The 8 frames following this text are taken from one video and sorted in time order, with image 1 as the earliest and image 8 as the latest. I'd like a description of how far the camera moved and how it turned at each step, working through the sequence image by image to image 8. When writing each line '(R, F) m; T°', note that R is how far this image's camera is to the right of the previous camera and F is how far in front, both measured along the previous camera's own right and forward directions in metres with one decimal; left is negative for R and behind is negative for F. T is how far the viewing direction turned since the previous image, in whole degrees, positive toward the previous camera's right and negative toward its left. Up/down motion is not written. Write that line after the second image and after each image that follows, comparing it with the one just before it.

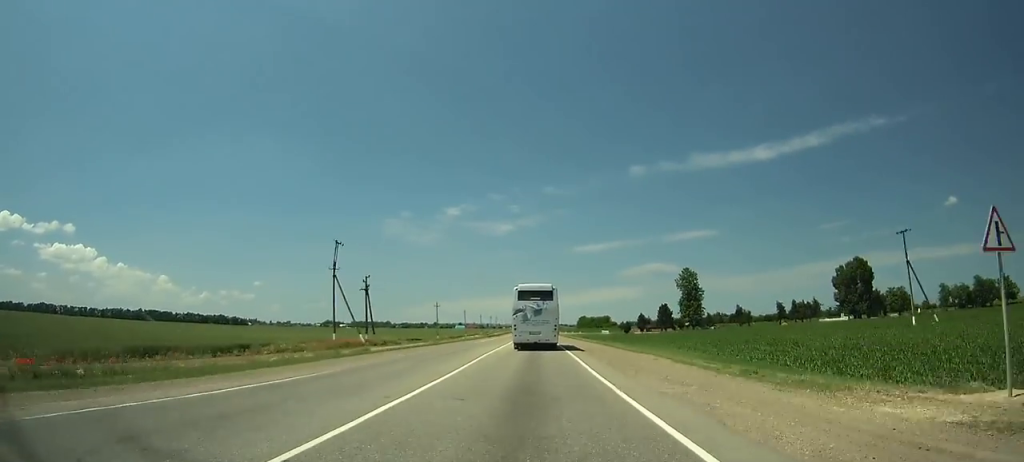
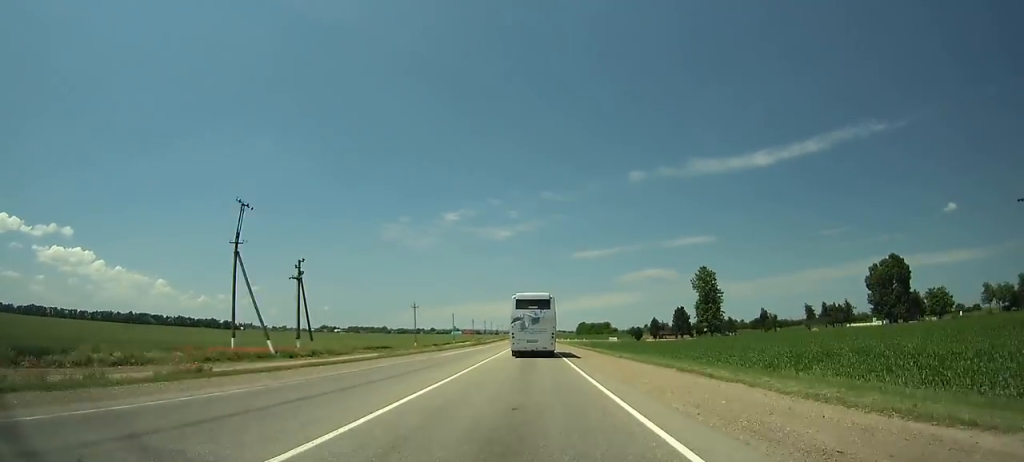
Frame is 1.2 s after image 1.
(-0.1, +22.3) m; 0°
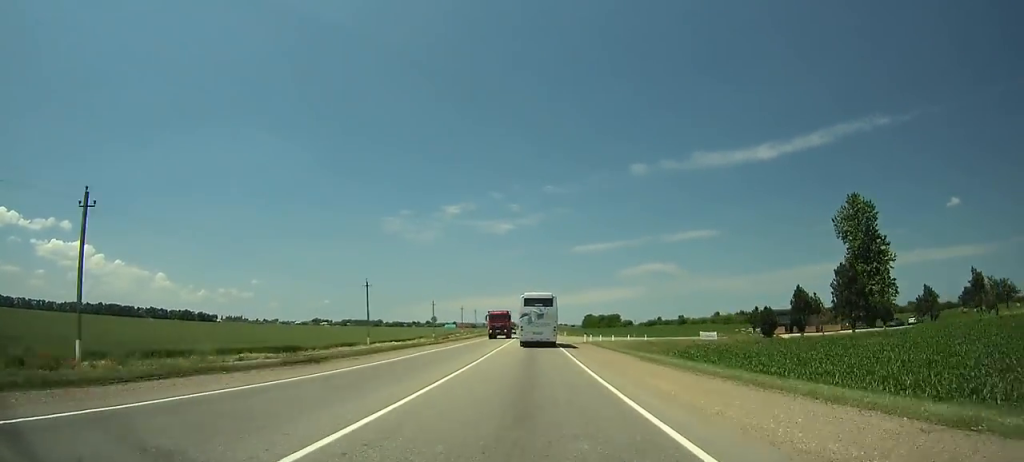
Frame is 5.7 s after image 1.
(+0.5, +86.1) m; 0°
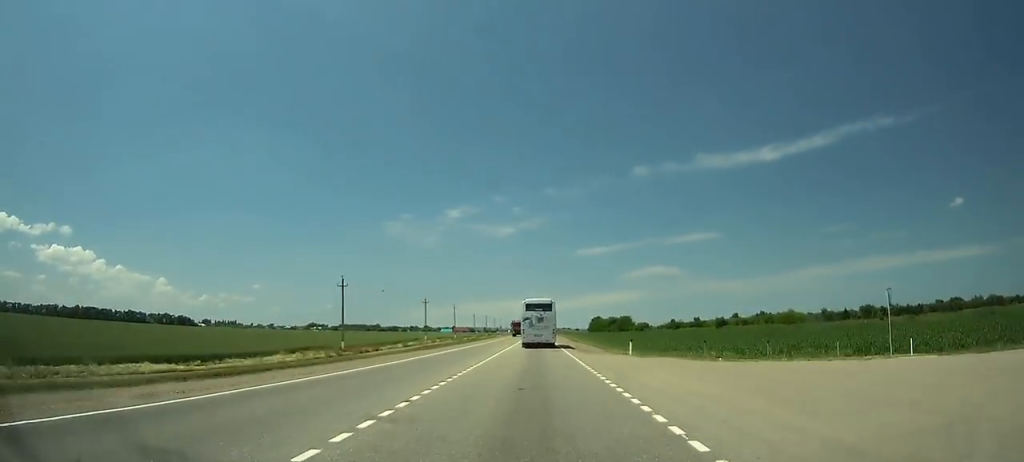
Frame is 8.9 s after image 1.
(0.0, +63.3) m; 0°
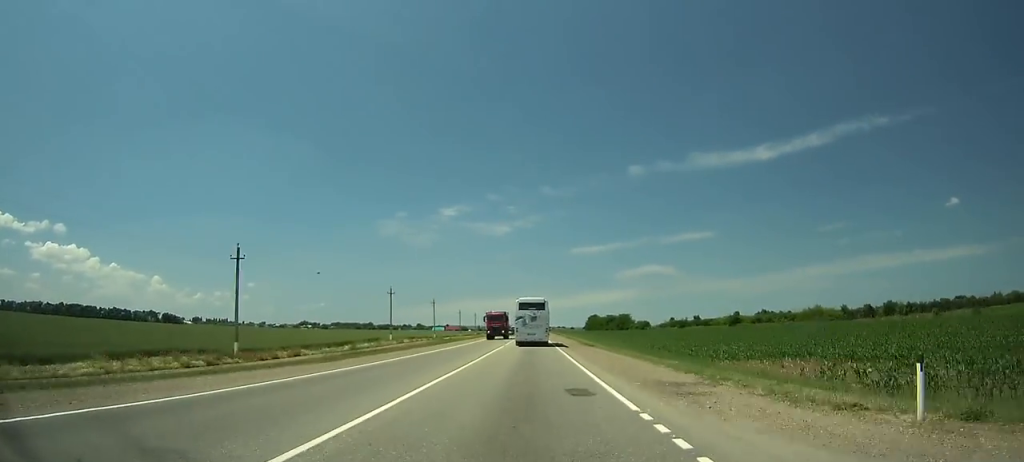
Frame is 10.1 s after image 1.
(0.0, +24.1) m; 0°
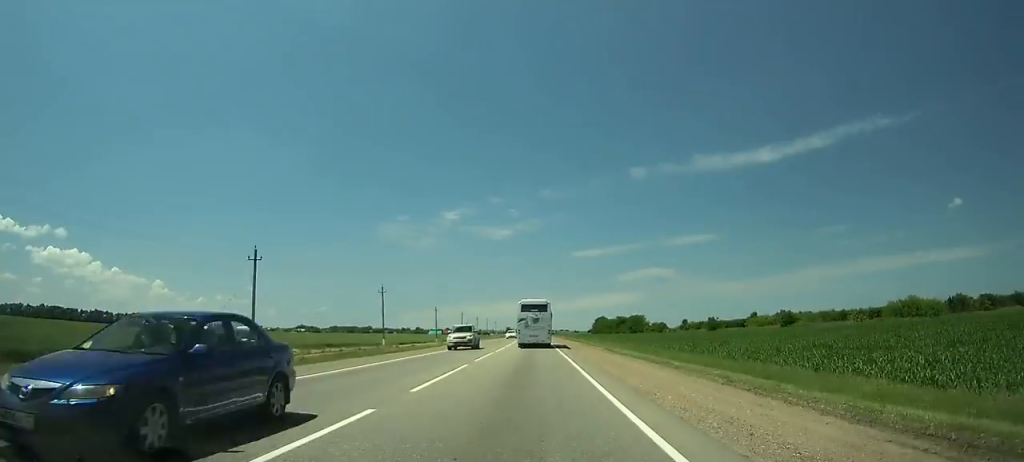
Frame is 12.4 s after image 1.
(-0.2, +46.6) m; 0°
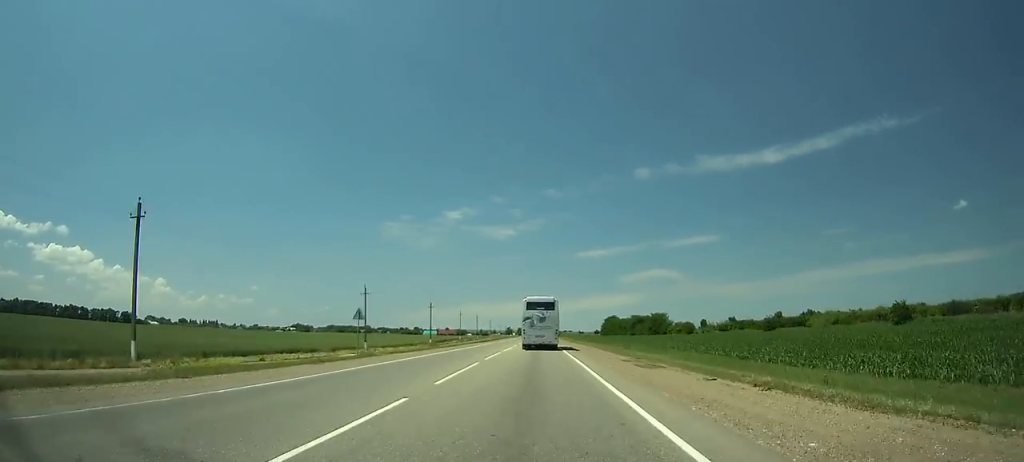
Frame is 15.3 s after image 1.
(-0.2, +59.0) m; 0°
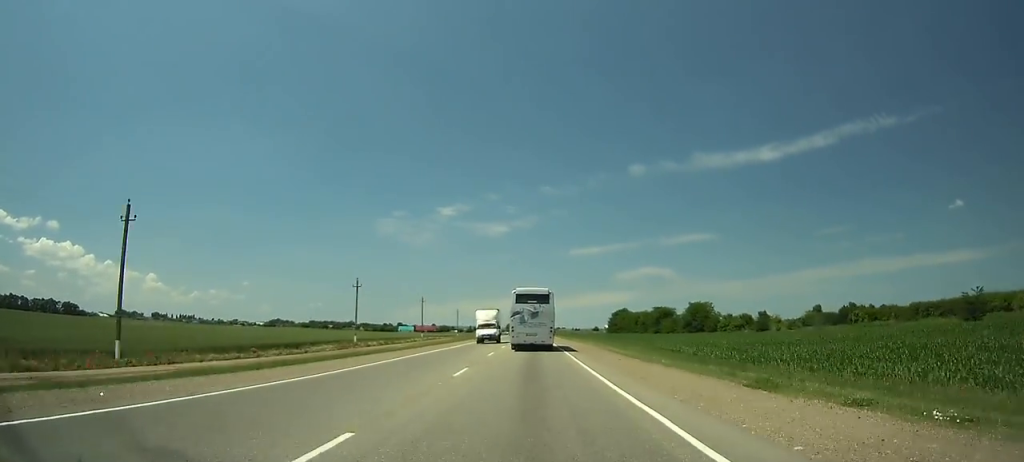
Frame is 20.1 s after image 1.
(+0.3, +96.0) m; +1°
